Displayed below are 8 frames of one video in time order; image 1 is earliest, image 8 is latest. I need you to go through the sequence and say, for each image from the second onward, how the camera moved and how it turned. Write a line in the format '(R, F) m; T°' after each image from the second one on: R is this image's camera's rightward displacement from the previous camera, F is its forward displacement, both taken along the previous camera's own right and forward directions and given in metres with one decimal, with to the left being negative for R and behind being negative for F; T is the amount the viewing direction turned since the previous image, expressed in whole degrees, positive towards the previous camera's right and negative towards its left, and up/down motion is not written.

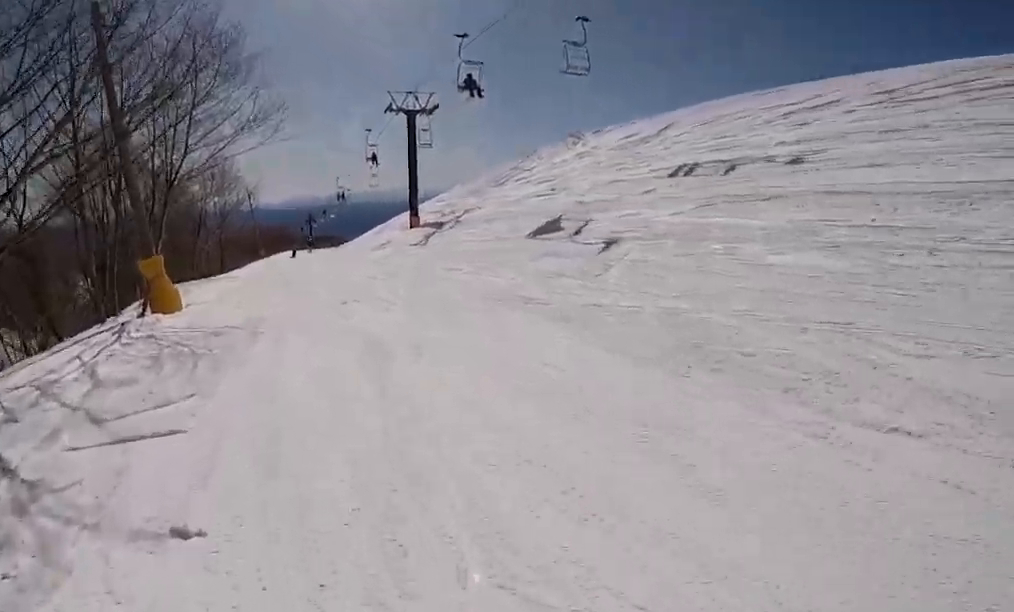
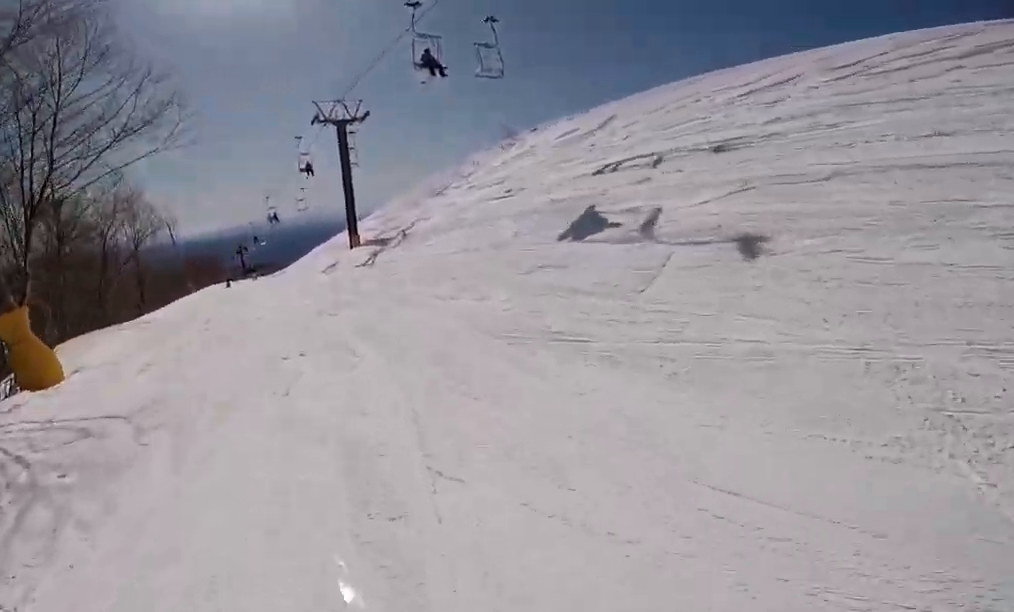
(+0.2, +2.9) m; 0°
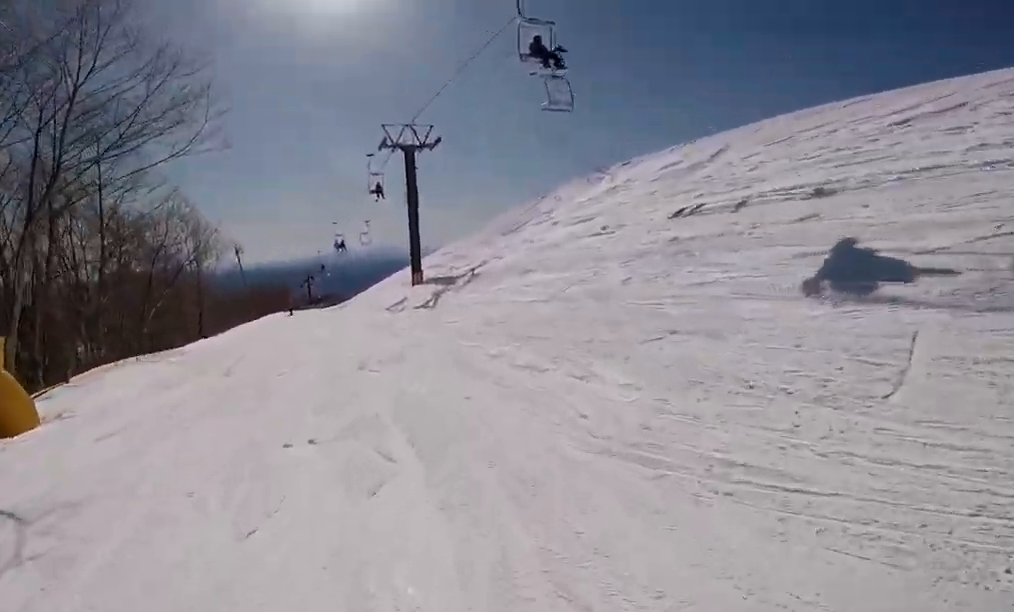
(+0.4, +2.3) m; -10°
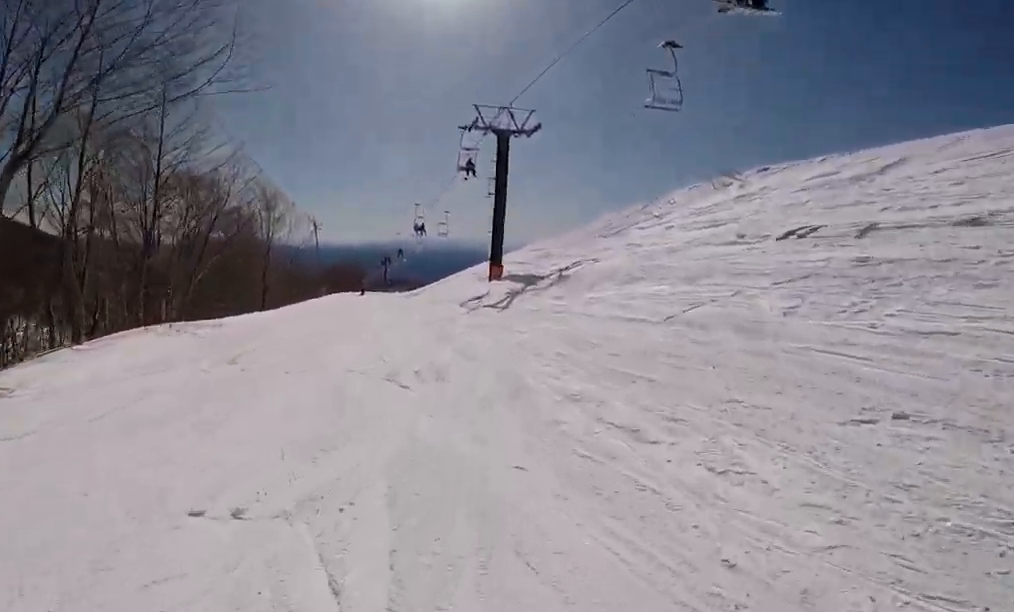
(-0.3, +2.0) m; -8°
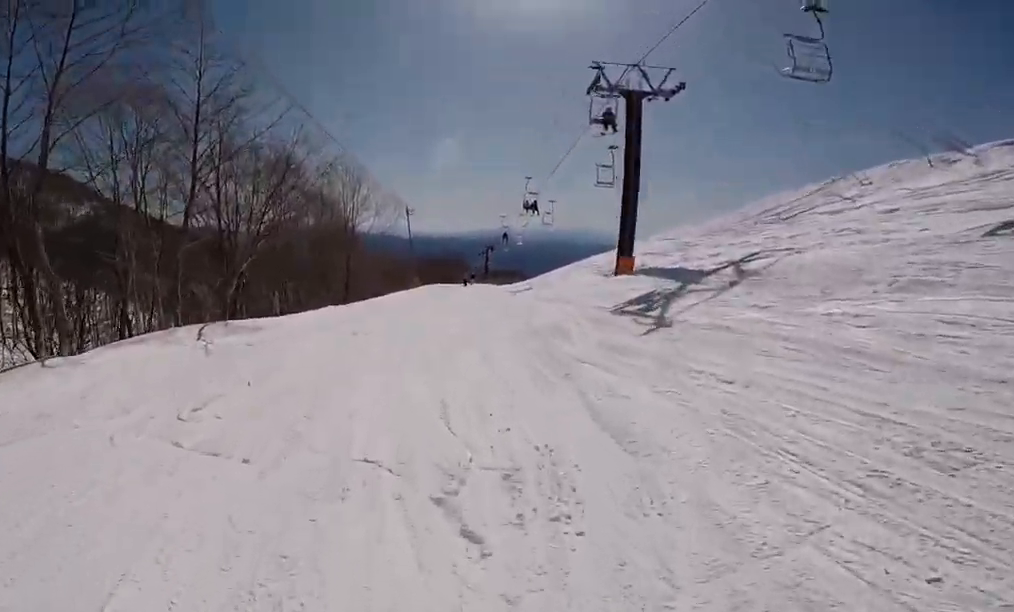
(-1.1, +4.2) m; -8°
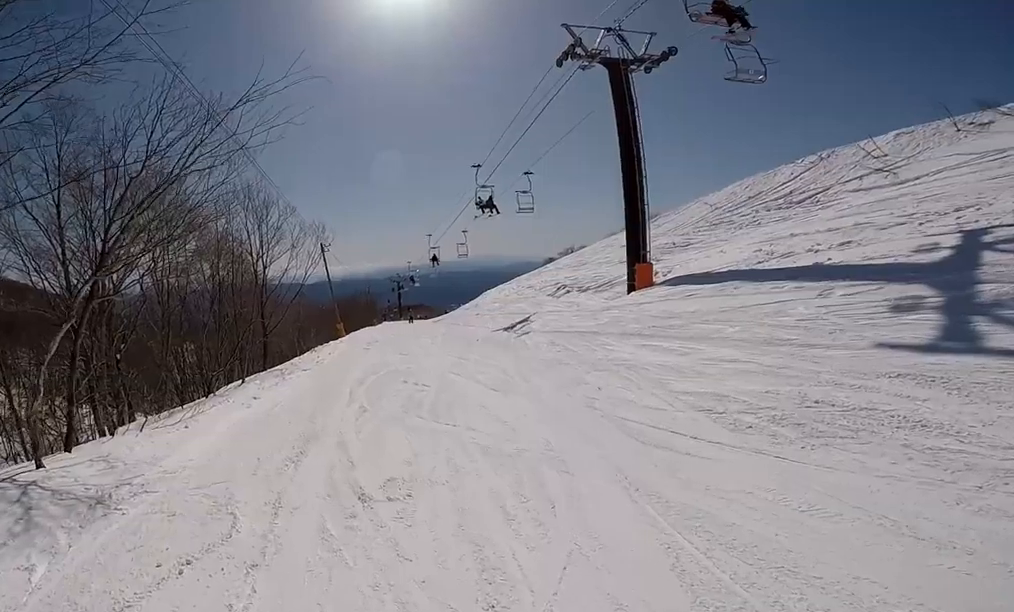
(+1.0, +7.6) m; +10°
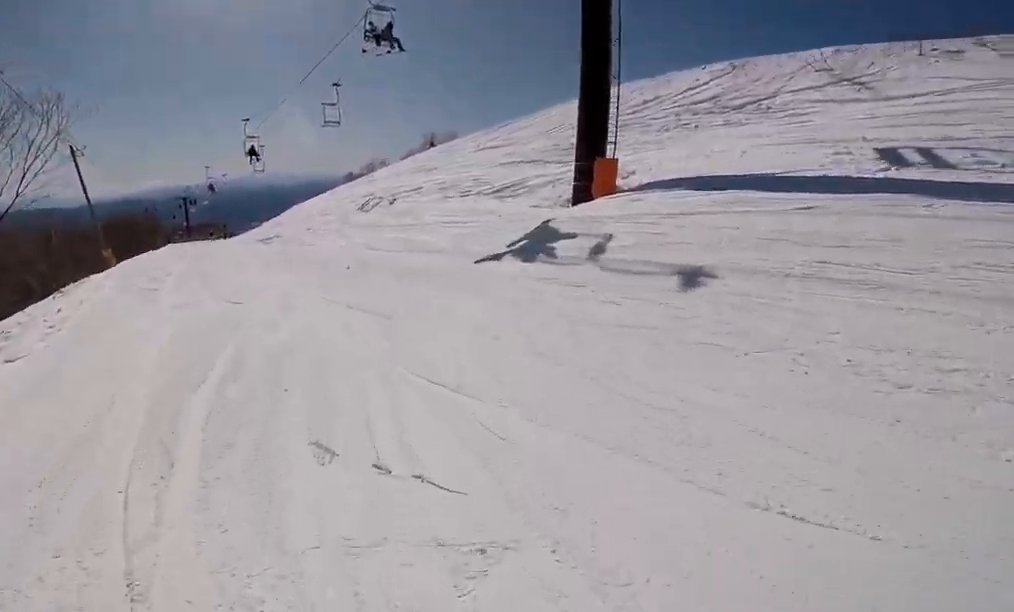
(+1.1, +8.2) m; +9°
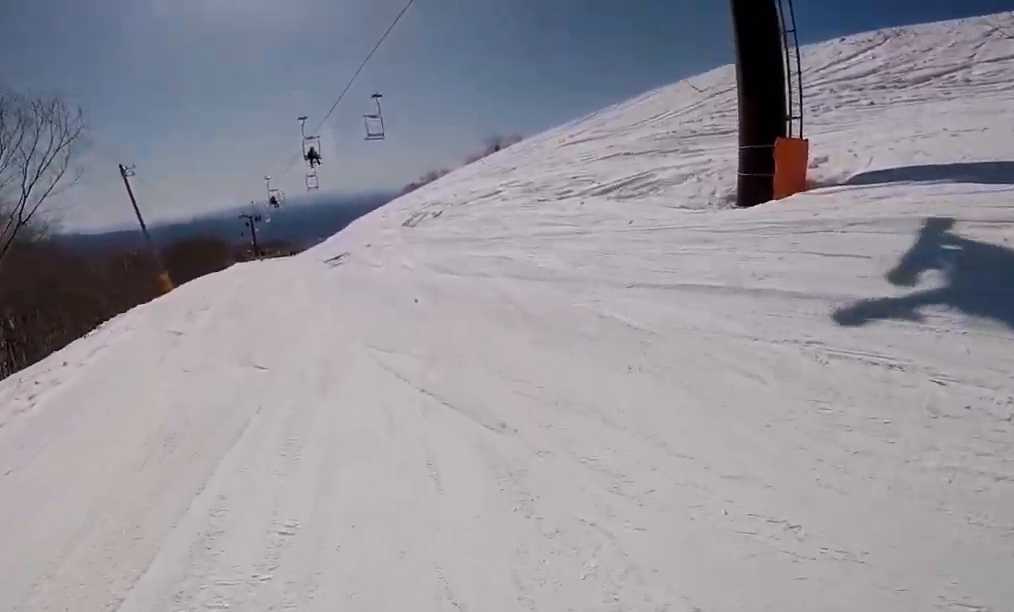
(-0.1, +3.4) m; -4°
